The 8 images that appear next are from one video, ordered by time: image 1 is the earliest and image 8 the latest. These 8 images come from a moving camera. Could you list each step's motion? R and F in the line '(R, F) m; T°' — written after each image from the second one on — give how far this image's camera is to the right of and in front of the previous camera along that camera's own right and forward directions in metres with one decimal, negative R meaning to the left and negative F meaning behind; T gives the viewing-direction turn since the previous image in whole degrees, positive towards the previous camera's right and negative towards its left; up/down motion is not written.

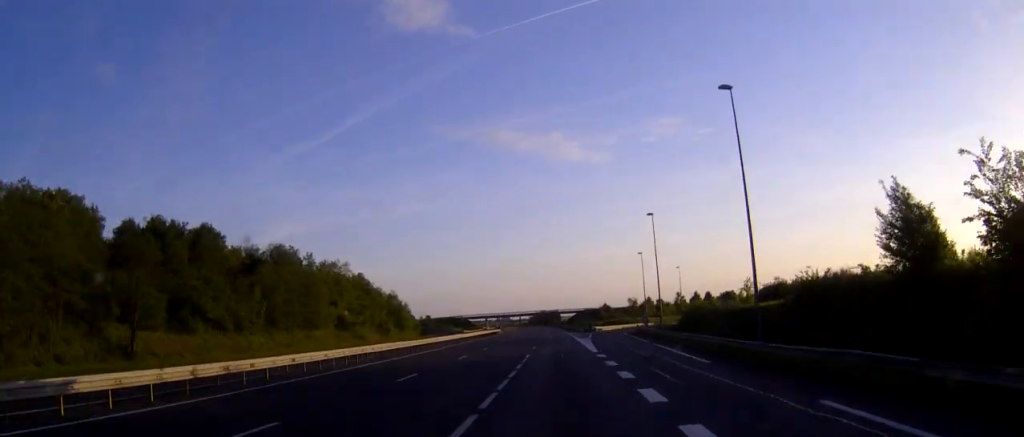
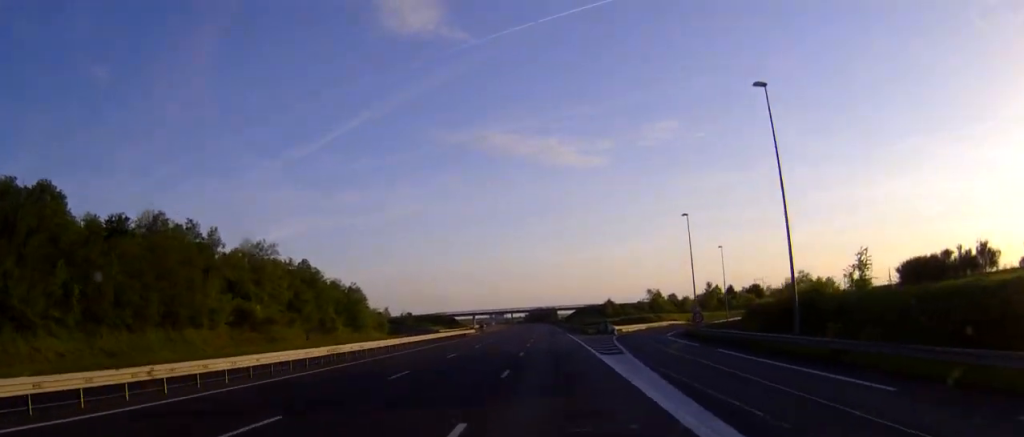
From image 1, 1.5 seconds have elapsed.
(-0.1, +41.3) m; 0°
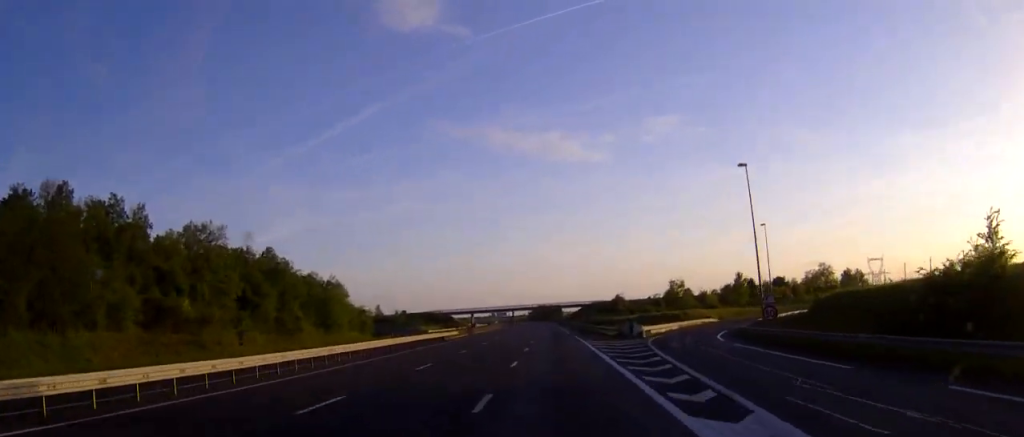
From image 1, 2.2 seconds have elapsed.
(0.0, +21.5) m; 0°
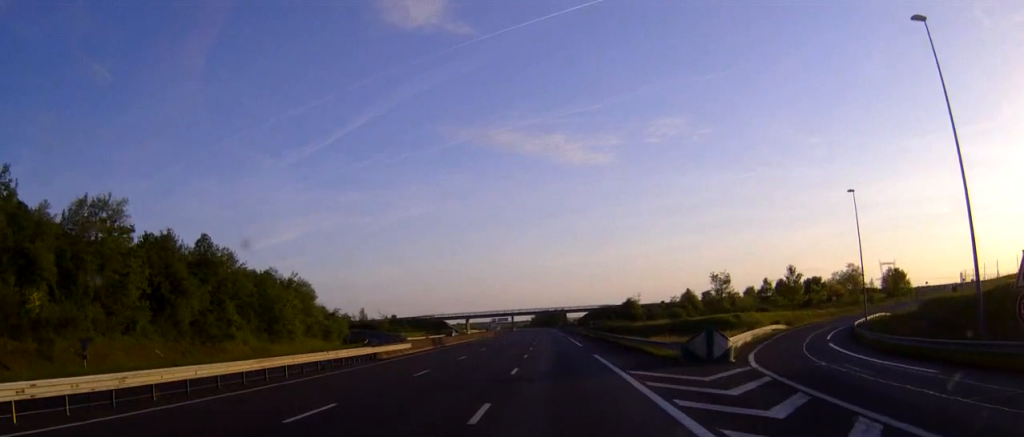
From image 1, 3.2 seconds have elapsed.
(0.0, +27.0) m; 0°
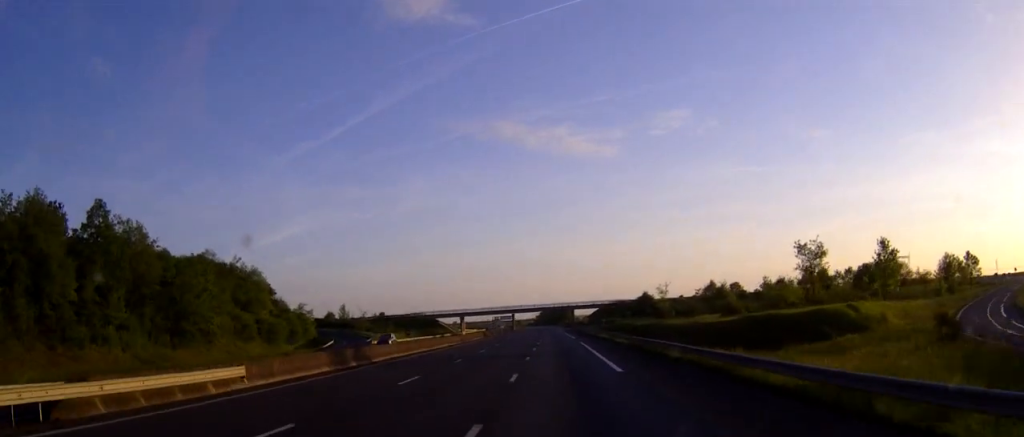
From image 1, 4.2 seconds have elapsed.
(-0.1, +28.9) m; 0°
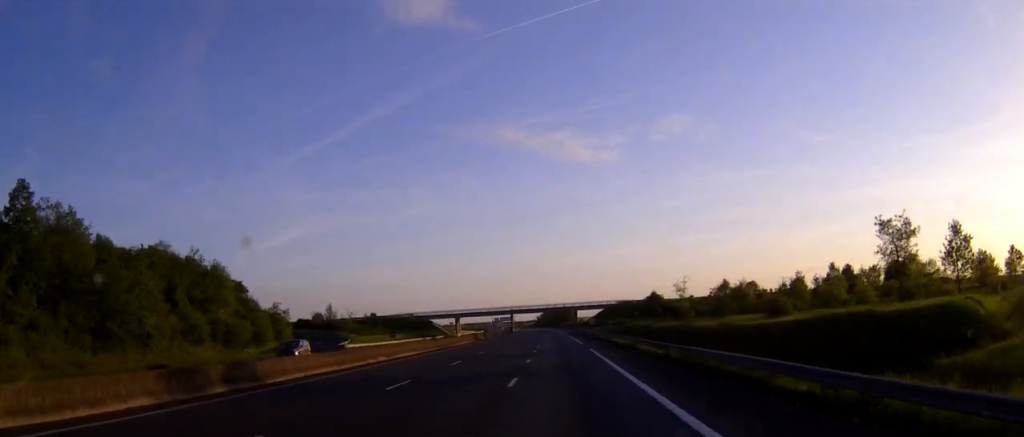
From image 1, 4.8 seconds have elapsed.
(0.0, +15.0) m; 0°
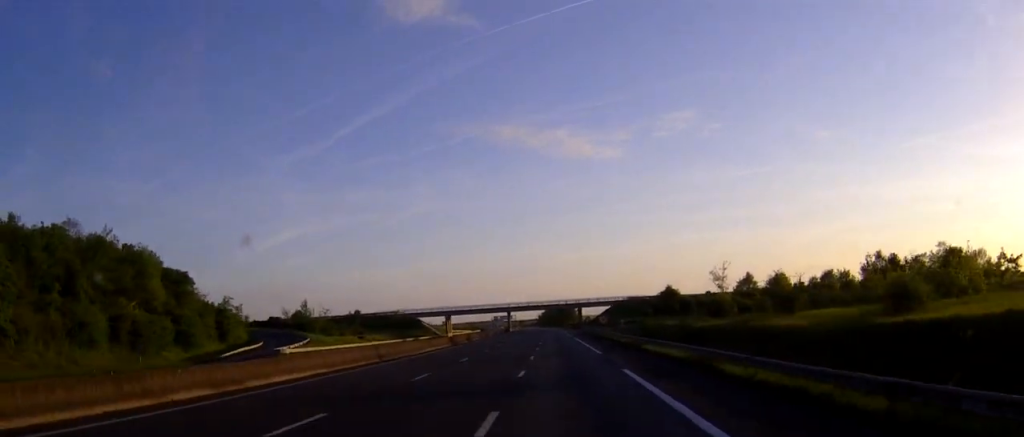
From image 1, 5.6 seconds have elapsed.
(-0.1, +22.5) m; 0°
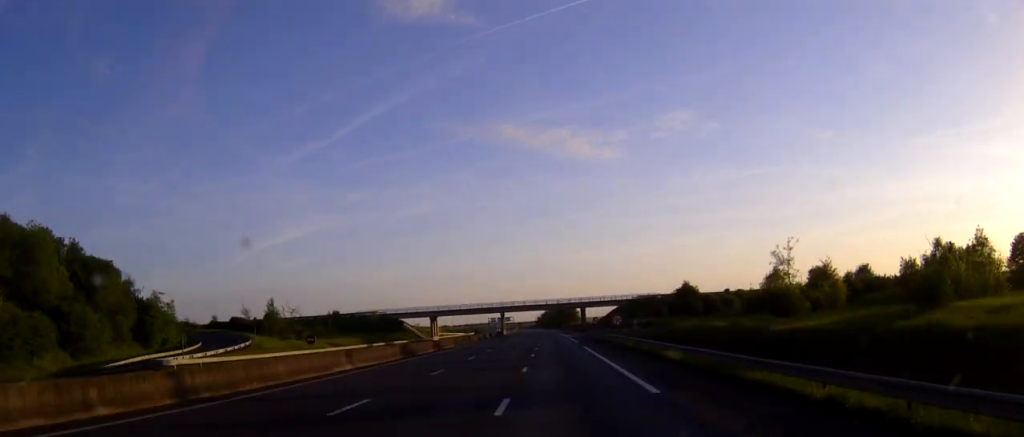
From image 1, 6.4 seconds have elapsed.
(+0.1, +22.5) m; 0°
